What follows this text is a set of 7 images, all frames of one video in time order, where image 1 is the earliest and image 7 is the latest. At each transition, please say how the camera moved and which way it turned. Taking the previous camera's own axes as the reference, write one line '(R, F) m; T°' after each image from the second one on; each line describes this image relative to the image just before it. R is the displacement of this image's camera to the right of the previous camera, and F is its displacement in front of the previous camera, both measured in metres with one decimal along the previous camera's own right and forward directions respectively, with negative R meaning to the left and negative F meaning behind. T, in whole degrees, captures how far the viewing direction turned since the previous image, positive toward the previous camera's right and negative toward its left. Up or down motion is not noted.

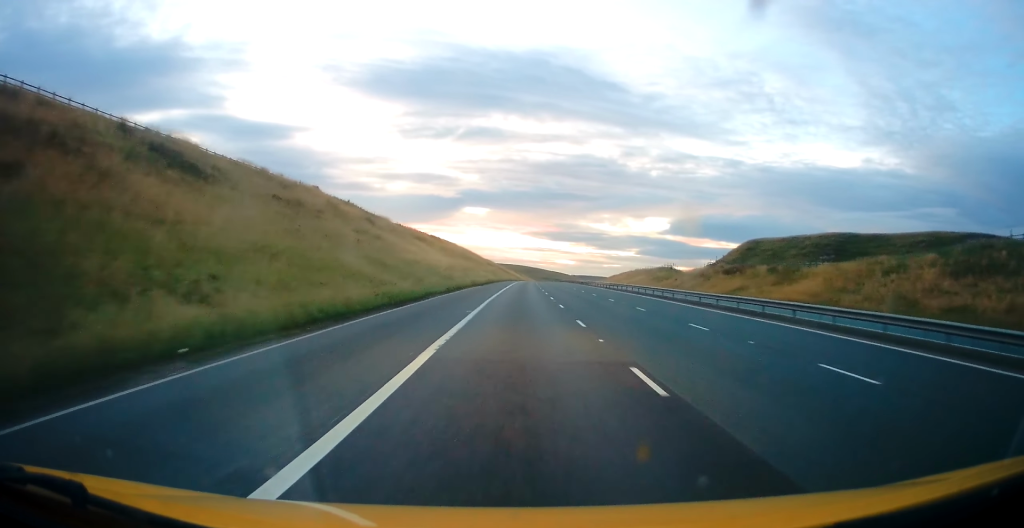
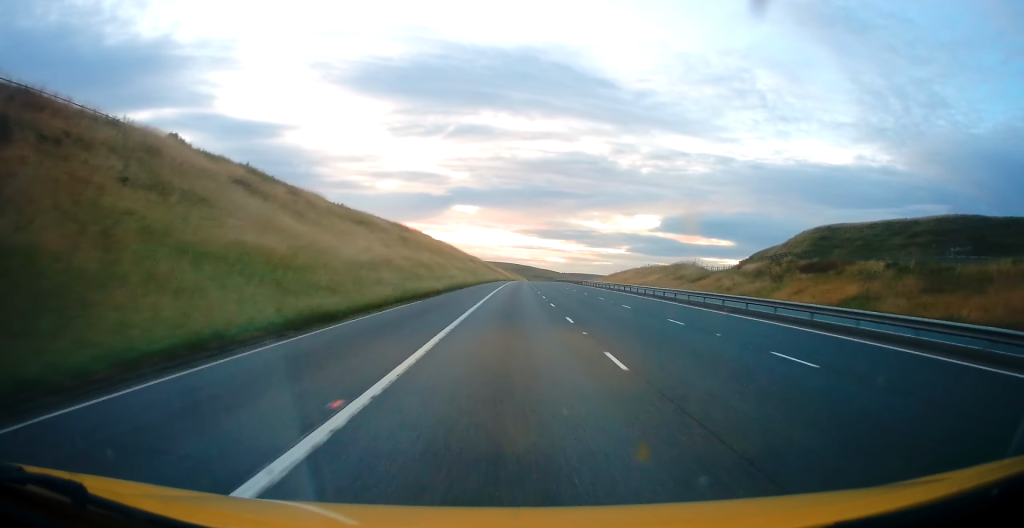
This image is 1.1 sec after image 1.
(+0.4, +34.0) m; +2°
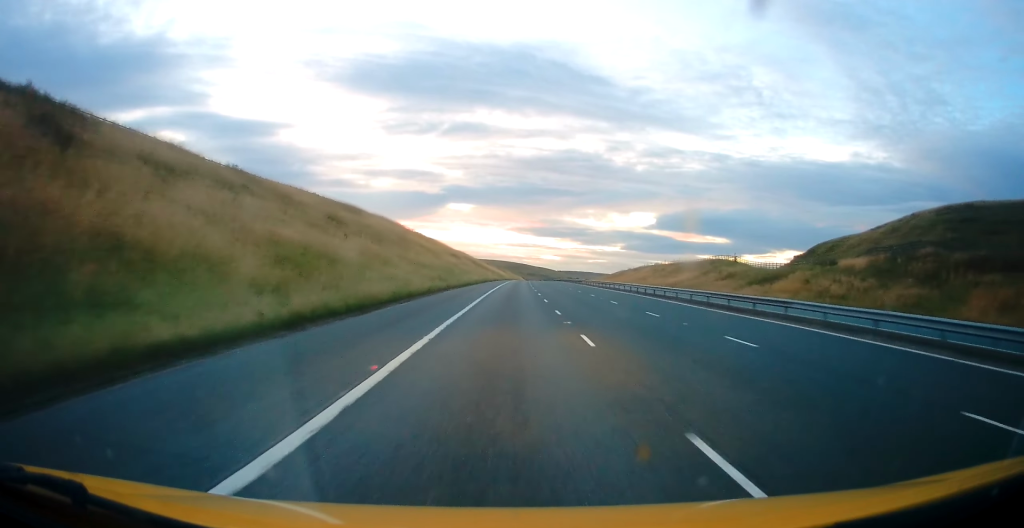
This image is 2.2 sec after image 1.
(+0.3, +33.1) m; +1°
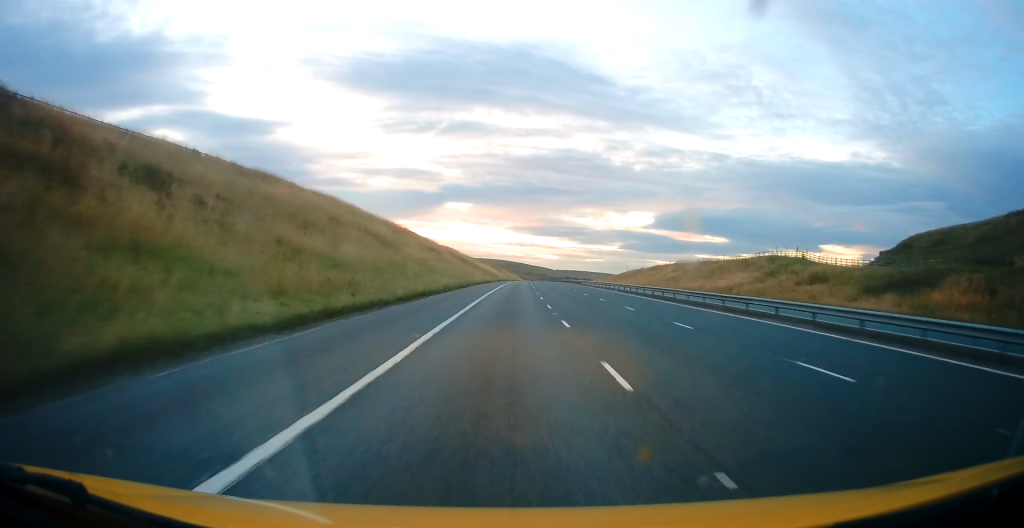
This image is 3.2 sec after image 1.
(+0.2, +31.2) m; +1°
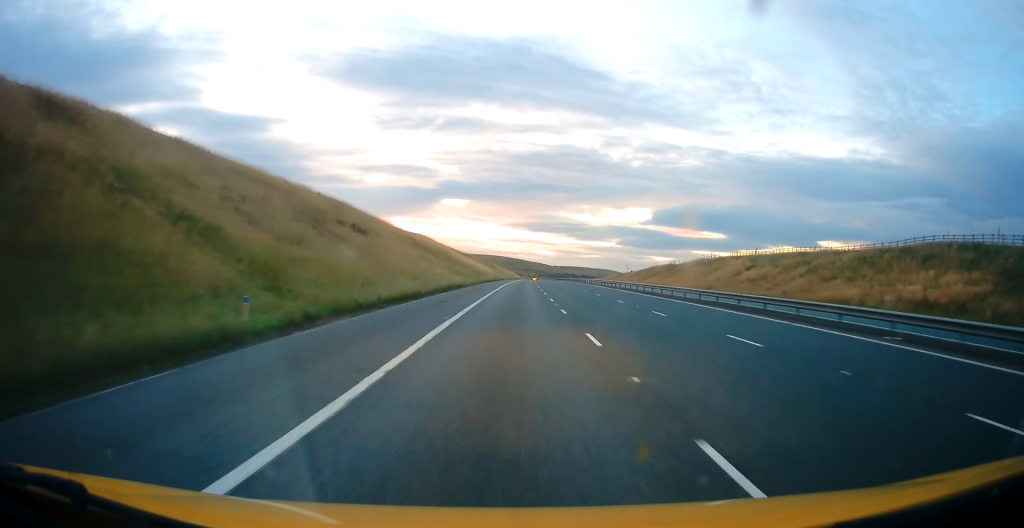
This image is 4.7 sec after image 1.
(0.0, +49.3) m; 0°
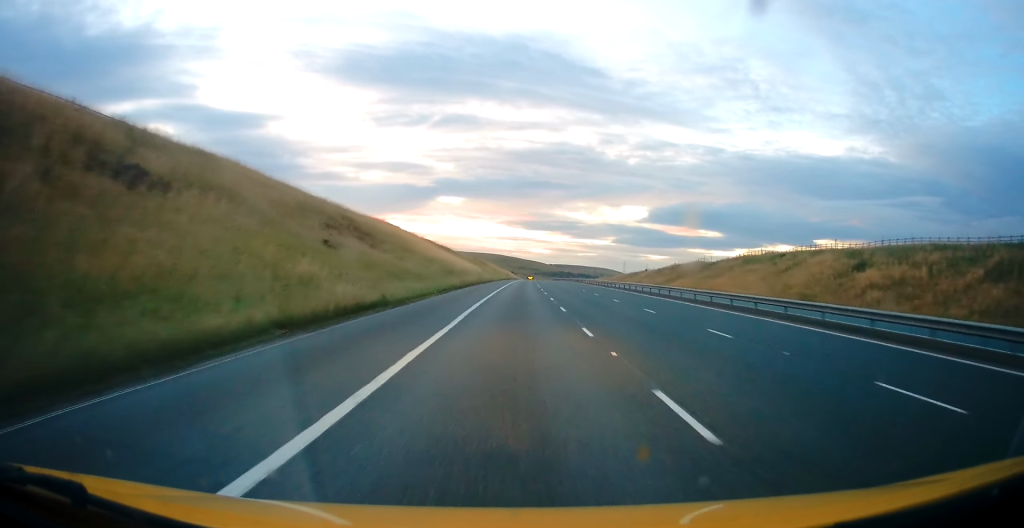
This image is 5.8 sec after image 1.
(+0.1, +33.9) m; +1°
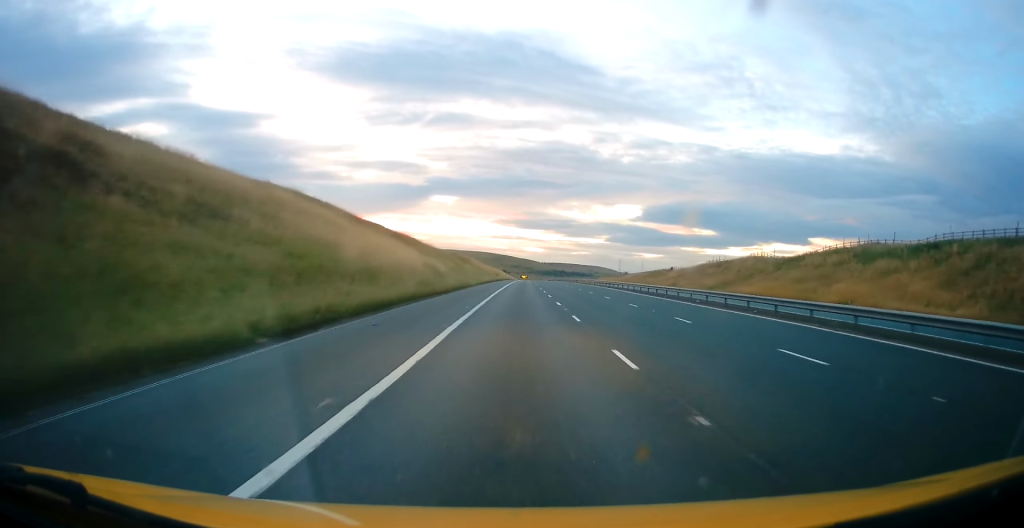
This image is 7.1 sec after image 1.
(+0.3, +40.4) m; +1°
